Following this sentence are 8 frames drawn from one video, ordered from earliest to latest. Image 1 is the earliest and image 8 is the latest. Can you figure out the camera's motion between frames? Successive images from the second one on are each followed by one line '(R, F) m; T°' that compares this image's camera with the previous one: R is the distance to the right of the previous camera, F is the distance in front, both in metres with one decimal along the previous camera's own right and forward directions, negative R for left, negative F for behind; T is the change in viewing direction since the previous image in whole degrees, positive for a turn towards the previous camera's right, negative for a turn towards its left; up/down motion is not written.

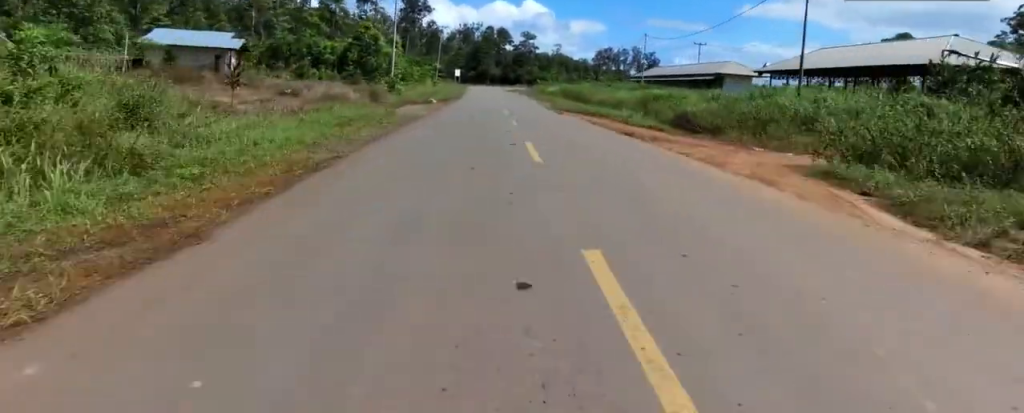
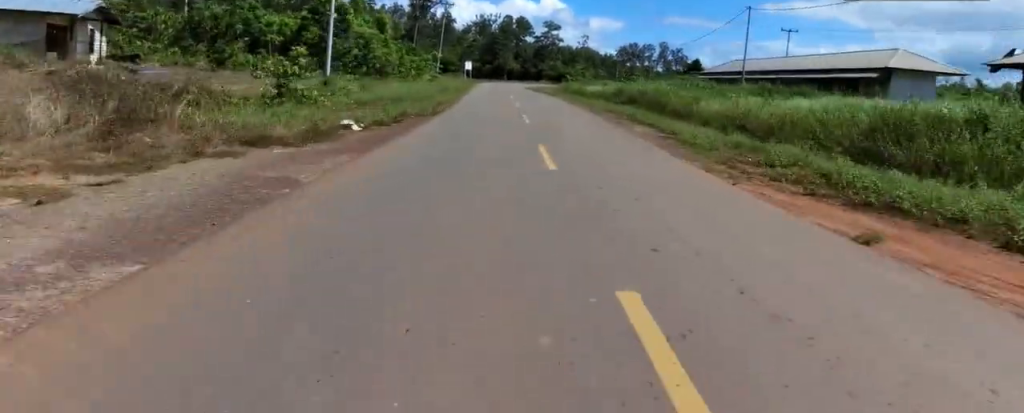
(-1.6, +24.6) m; -4°
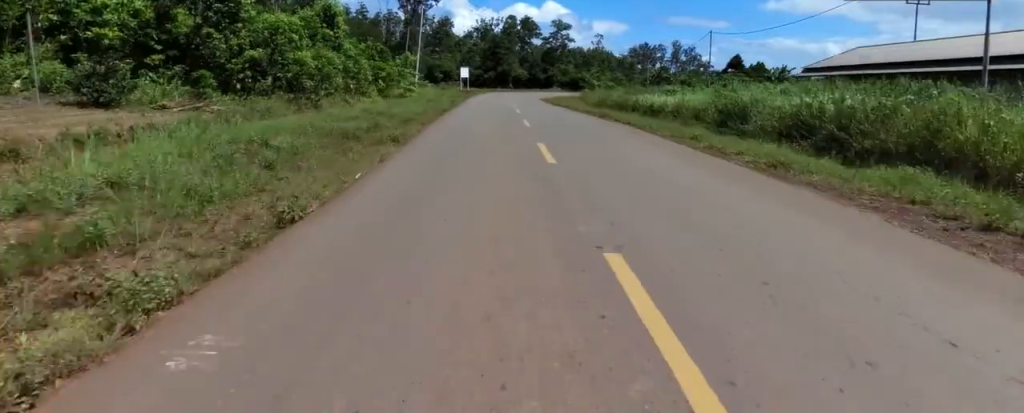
(+0.2, +22.9) m; 0°
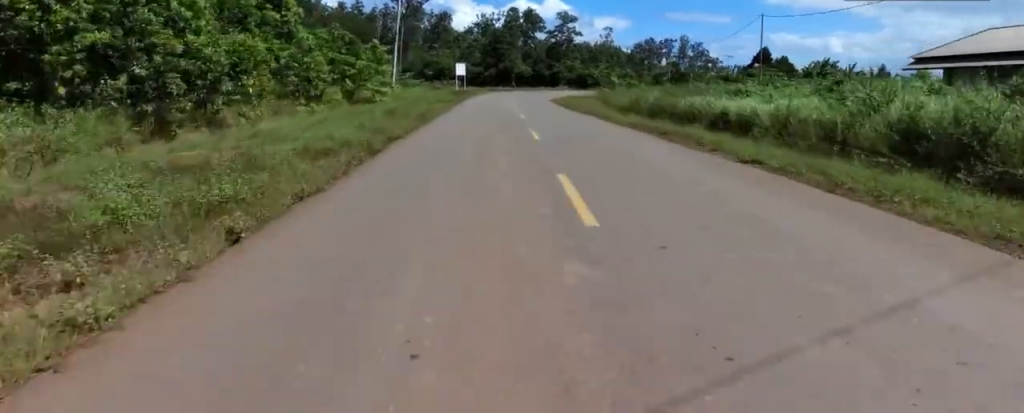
(+0.5, +12.4) m; -1°
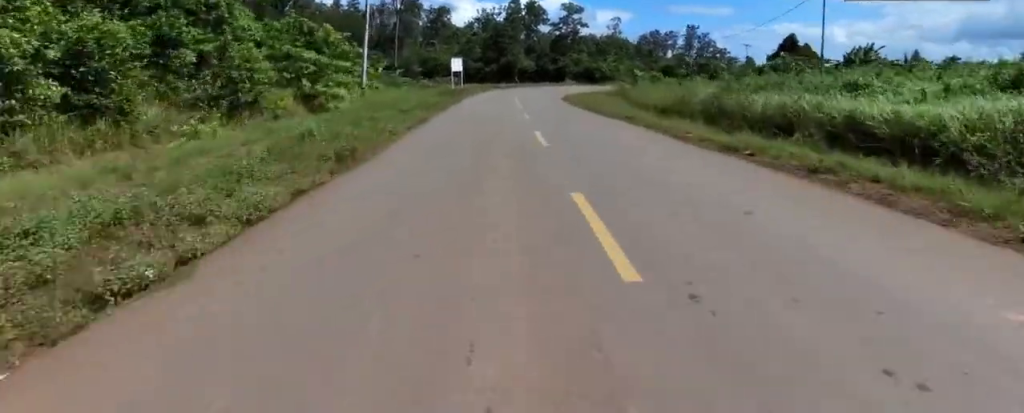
(-0.8, +9.4) m; 0°
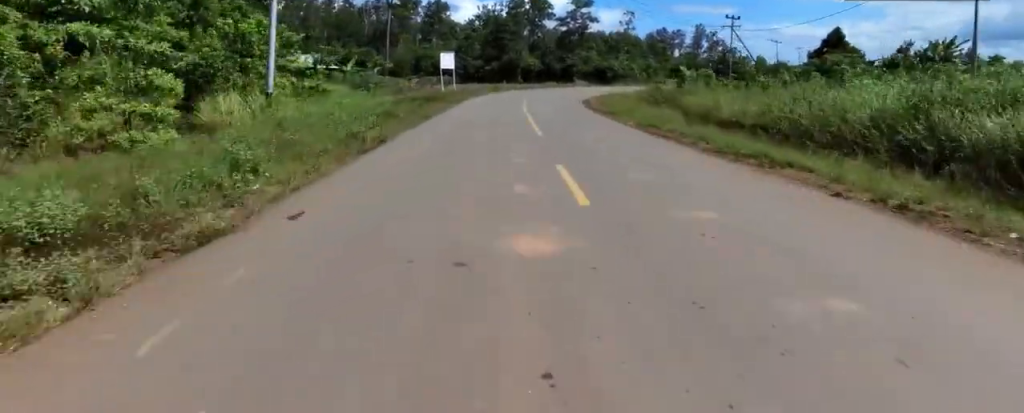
(-0.2, +14.0) m; +1°
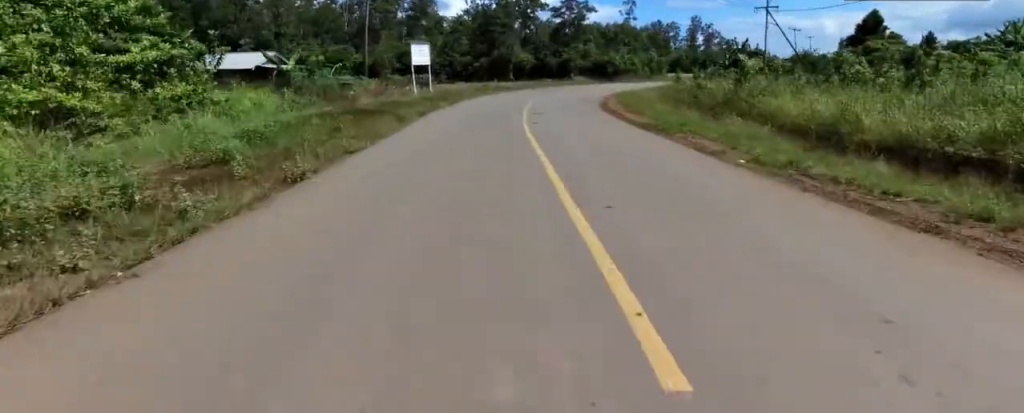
(+0.5, +11.2) m; +3°
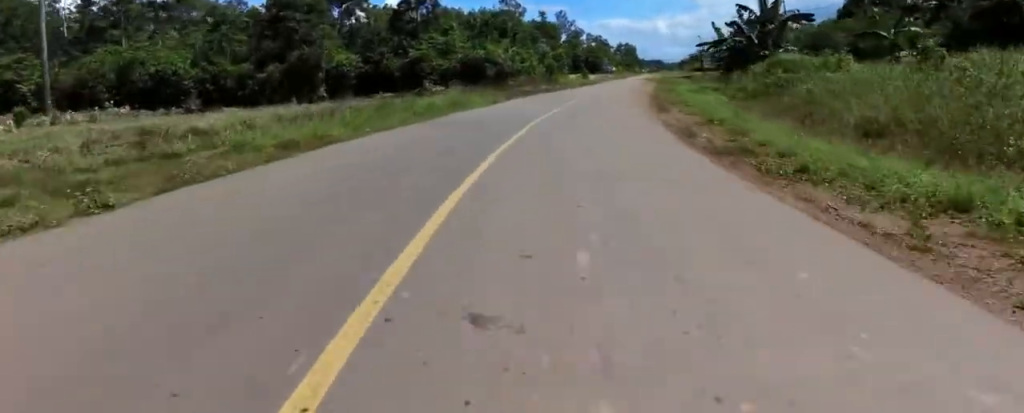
(+2.0, +49.6) m; +10°
